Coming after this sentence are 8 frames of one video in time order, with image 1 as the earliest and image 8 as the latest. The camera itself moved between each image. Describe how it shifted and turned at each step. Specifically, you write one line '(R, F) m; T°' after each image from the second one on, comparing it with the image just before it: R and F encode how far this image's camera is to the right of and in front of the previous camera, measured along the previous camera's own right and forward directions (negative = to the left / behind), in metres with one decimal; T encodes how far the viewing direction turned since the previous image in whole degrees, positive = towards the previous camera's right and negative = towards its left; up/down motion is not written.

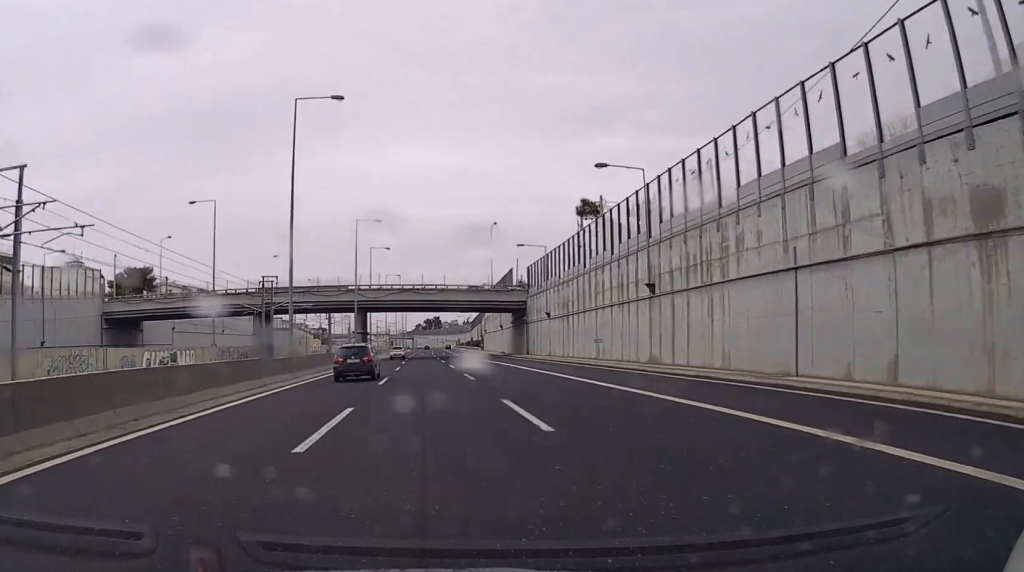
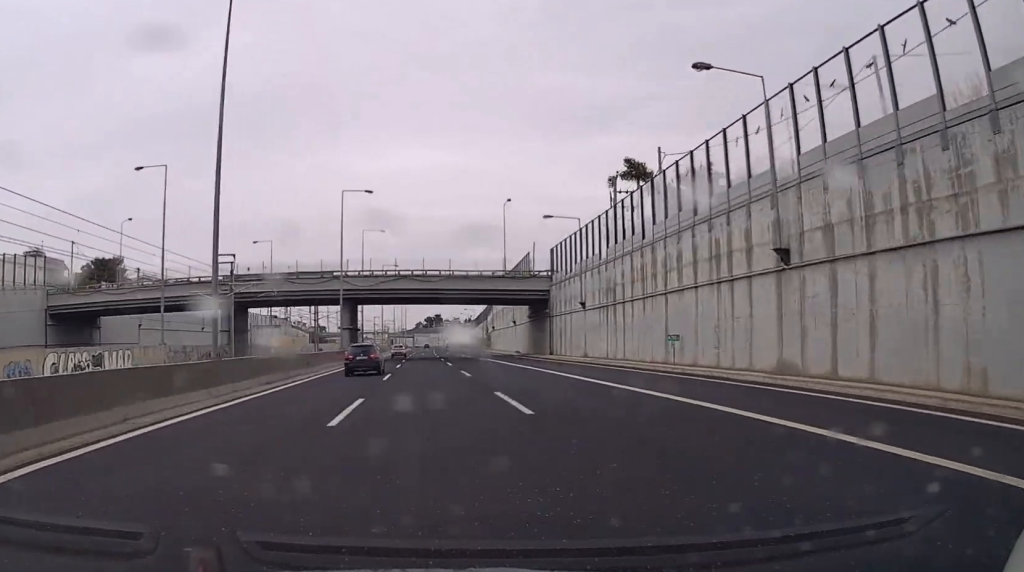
(0.0, +16.7) m; 0°
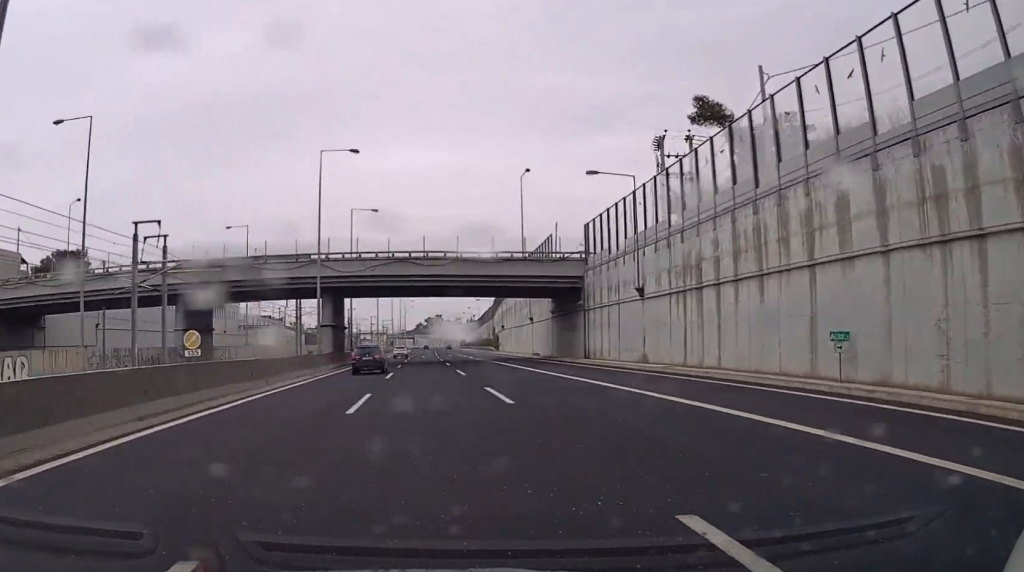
(0.0, +15.1) m; 0°
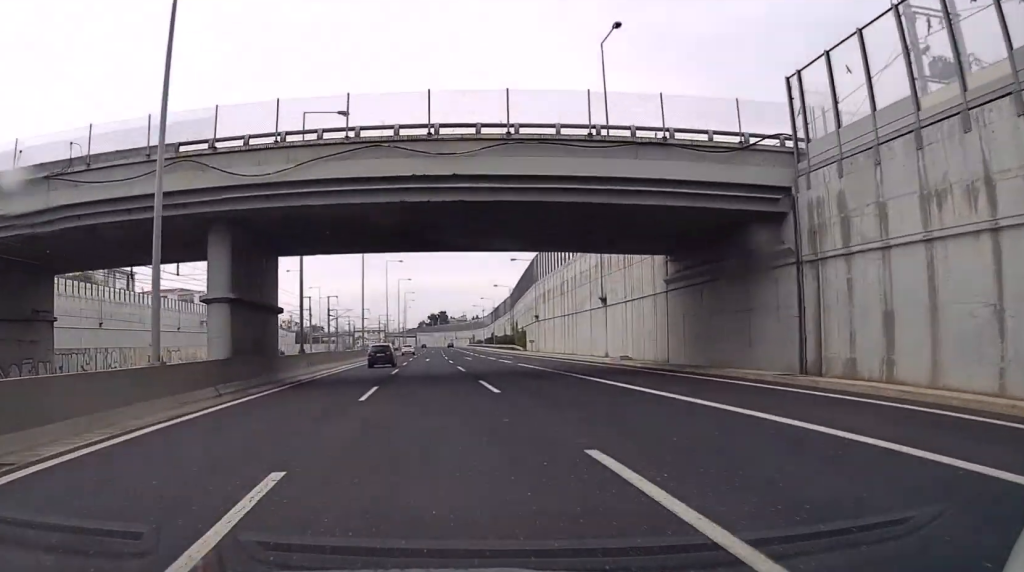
(+0.2, +32.9) m; +1°
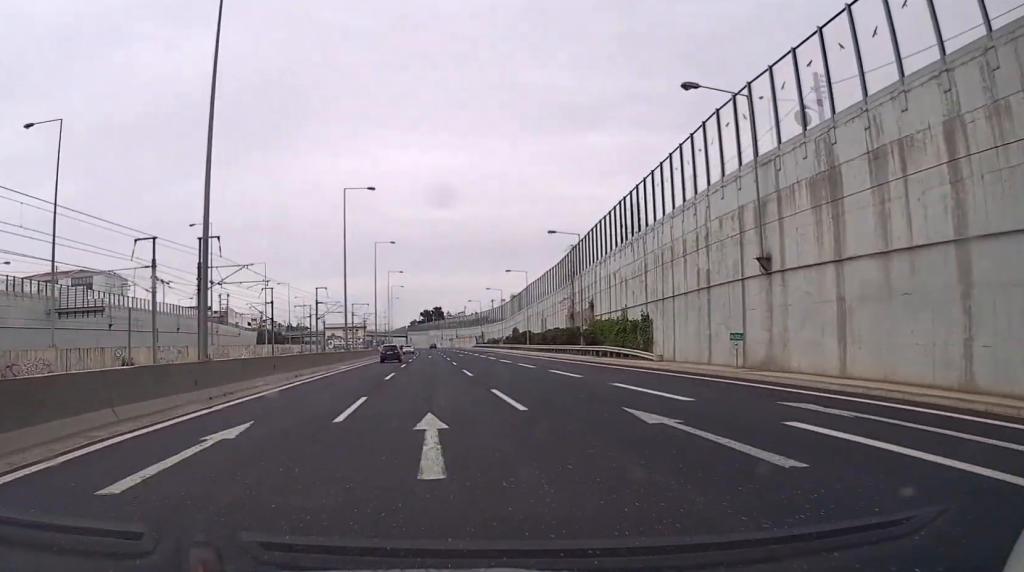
(+0.6, +59.3) m; +1°
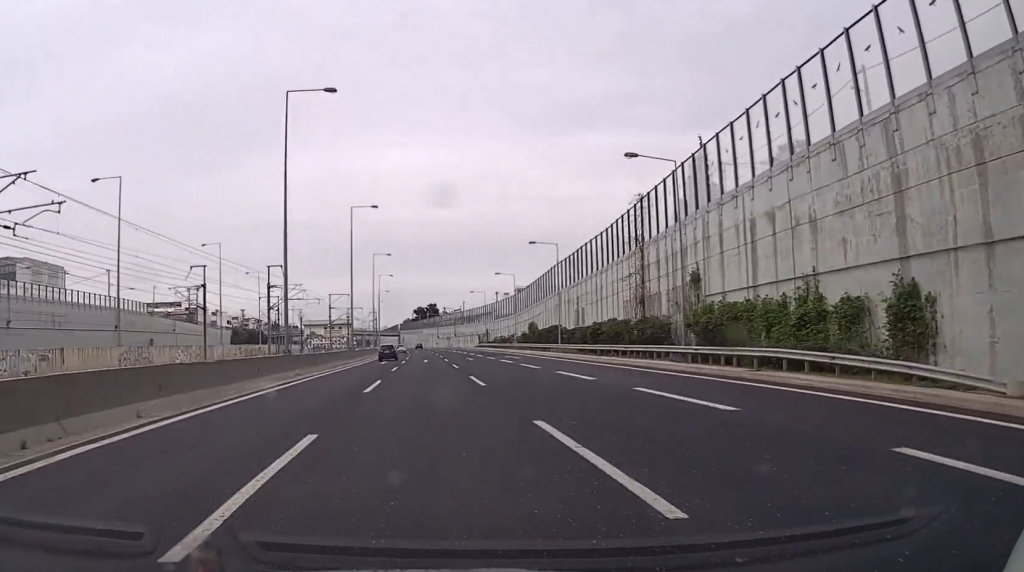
(-0.1, +27.3) m; 0°
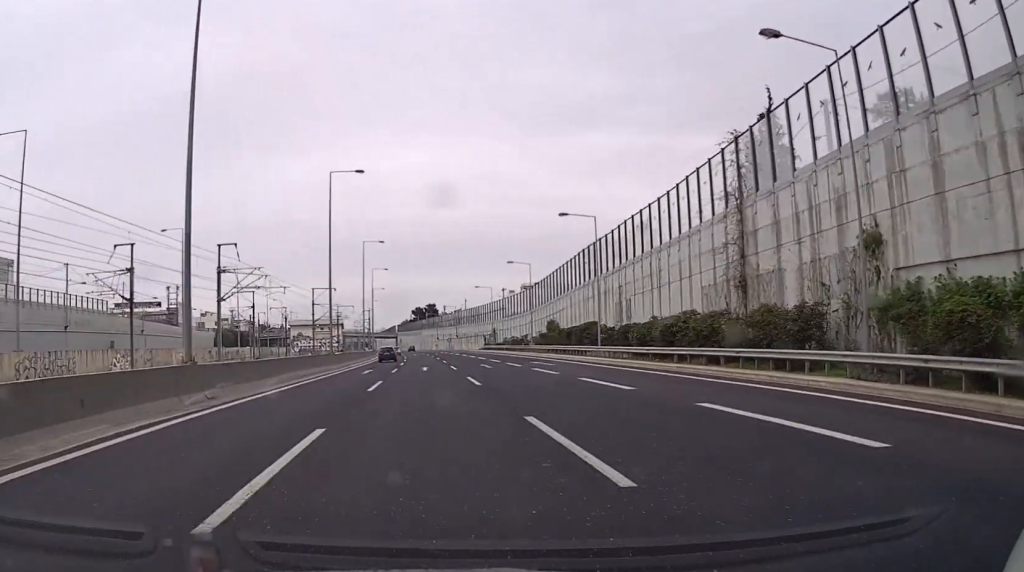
(0.0, +16.4) m; 0°
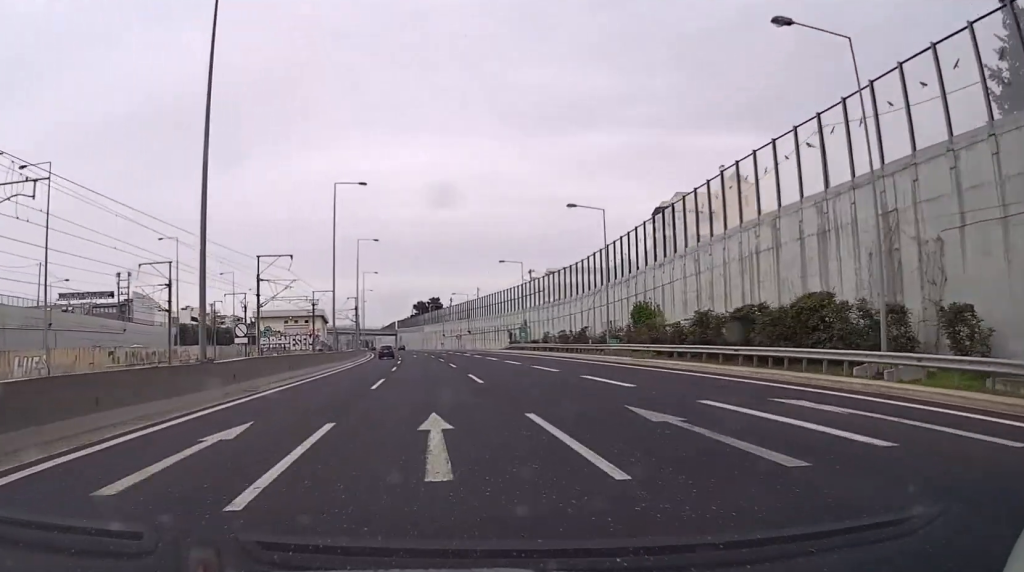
(+0.2, +35.6) m; 0°
